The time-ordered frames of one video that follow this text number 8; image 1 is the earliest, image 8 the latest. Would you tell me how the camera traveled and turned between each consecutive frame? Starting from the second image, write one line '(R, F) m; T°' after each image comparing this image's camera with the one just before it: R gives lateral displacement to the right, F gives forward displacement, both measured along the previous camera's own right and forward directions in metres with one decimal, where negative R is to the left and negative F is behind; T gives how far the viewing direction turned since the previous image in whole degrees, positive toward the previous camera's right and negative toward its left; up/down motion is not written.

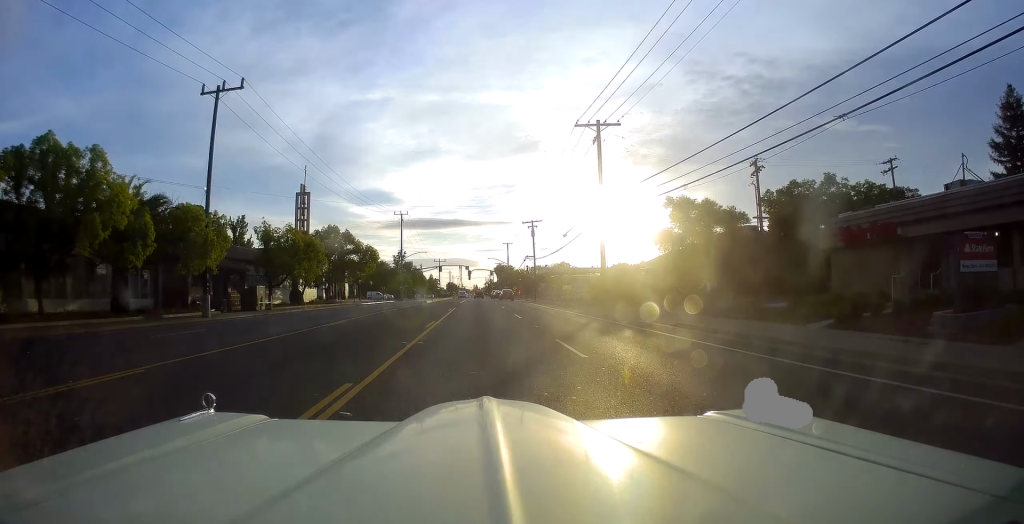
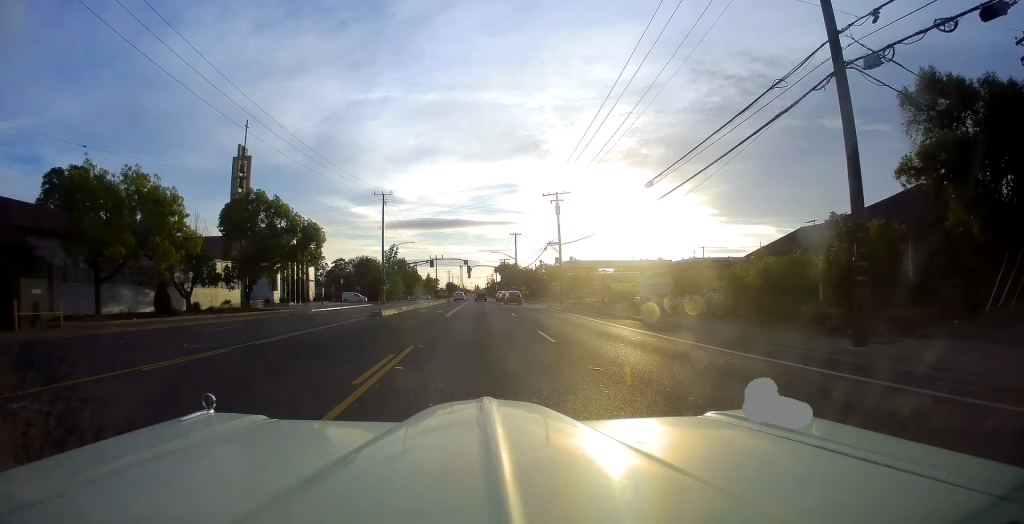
(-1.1, +25.3) m; -1°
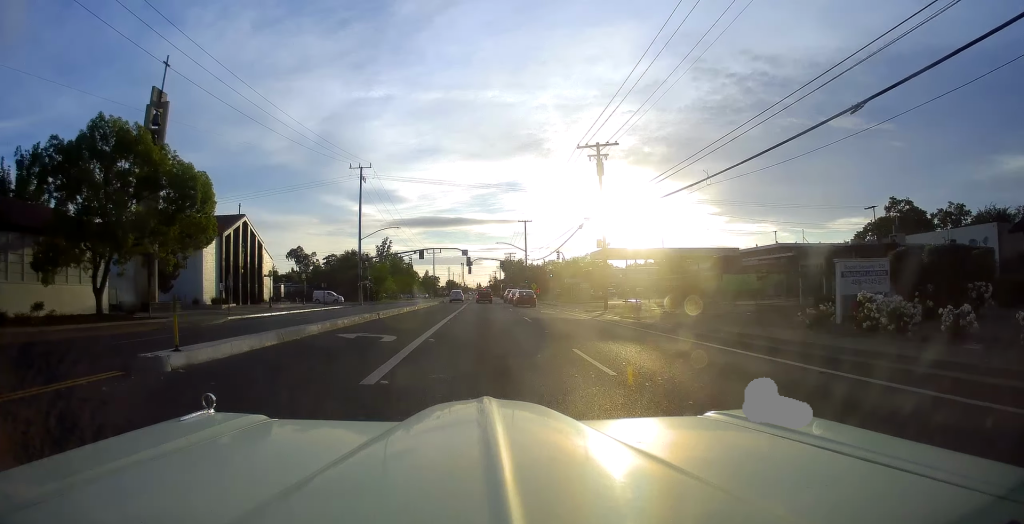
(+0.3, +20.4) m; +1°
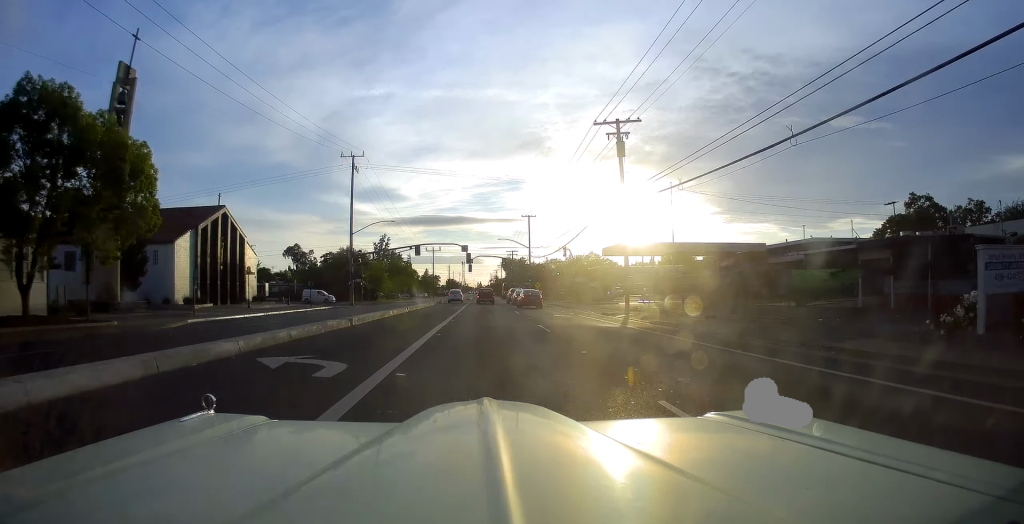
(0.0, +5.6) m; 0°
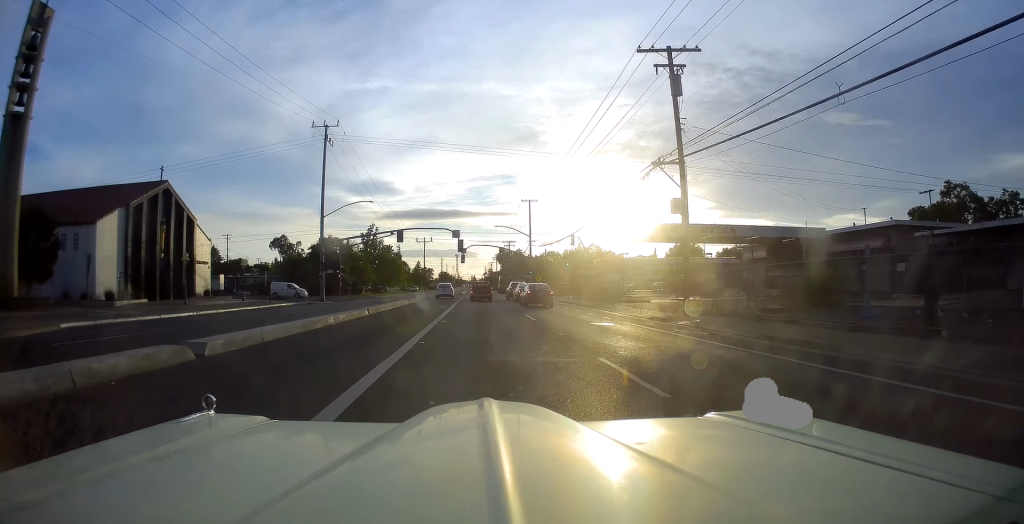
(0.0, +10.8) m; 0°
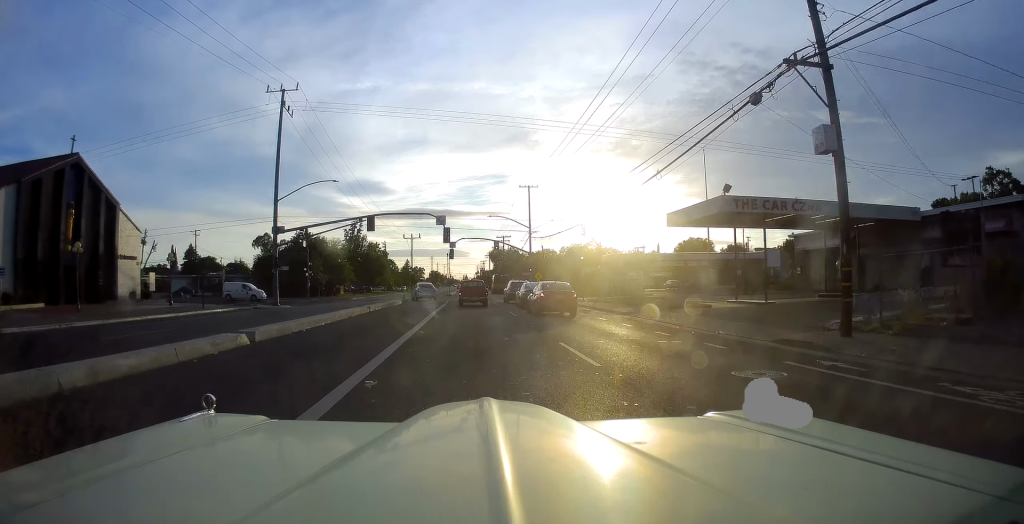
(0.0, +12.4) m; 0°
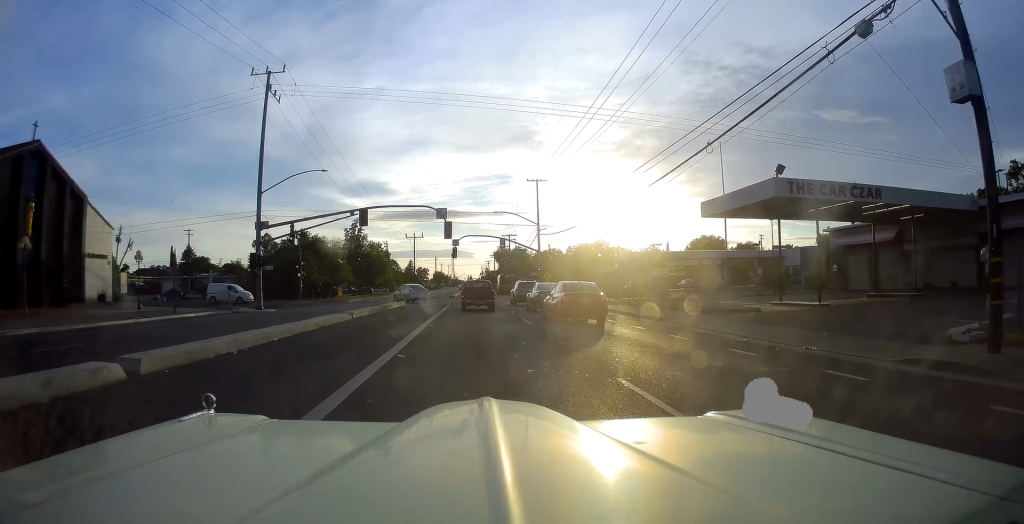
(0.0, +5.0) m; 0°
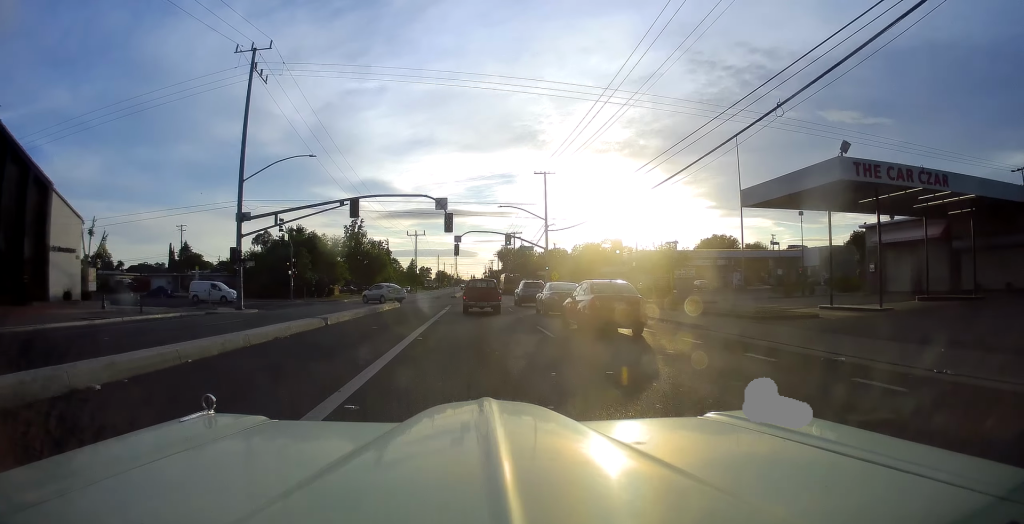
(0.0, +4.6) m; 0°
